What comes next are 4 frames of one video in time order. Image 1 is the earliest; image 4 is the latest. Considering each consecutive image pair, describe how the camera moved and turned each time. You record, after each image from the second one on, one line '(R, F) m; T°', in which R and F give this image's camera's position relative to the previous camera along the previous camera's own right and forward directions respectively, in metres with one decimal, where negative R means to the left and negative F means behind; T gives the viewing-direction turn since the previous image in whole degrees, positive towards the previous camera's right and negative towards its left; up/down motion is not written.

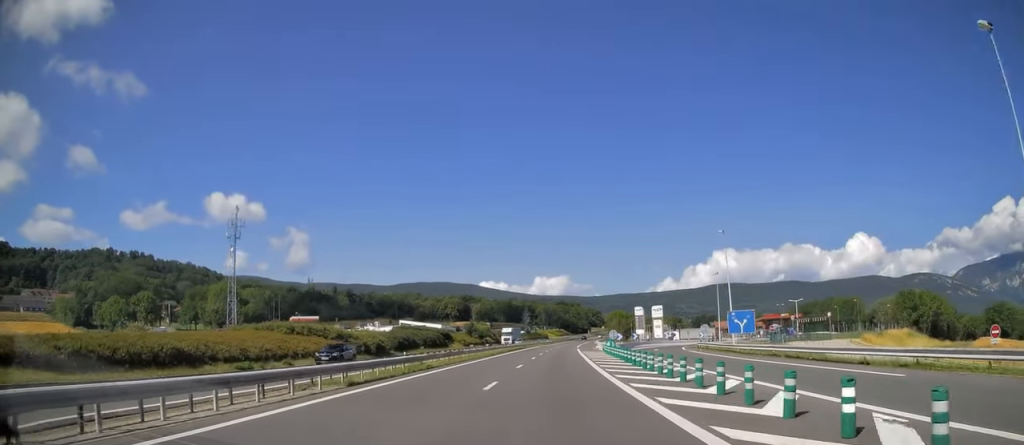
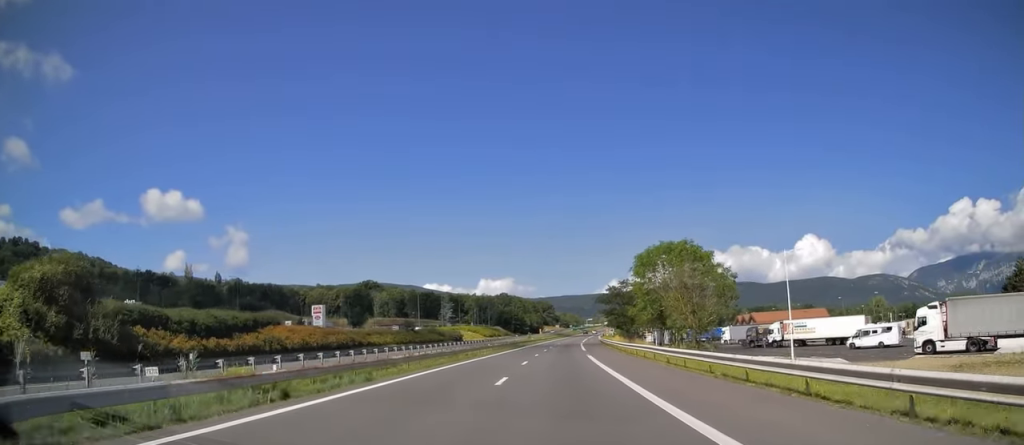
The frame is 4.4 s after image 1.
(+7.4, +141.1) m; +6°
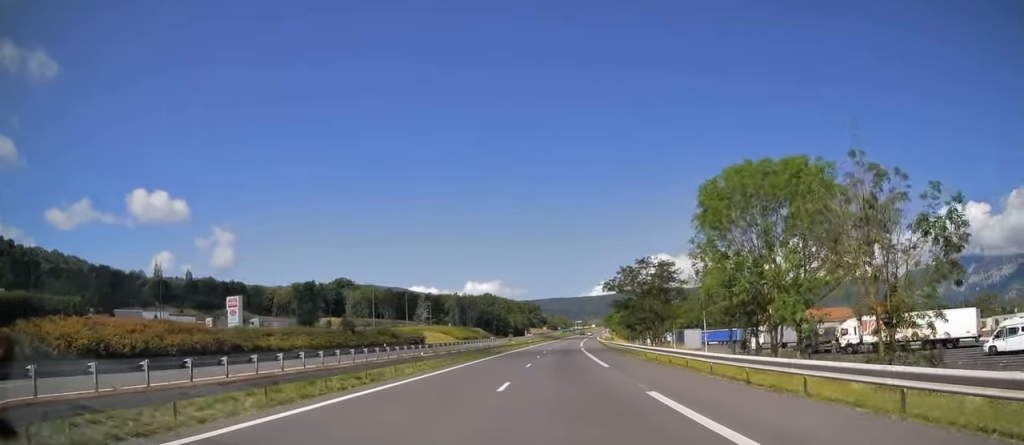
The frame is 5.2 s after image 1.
(+0.3, +27.3) m; +1°
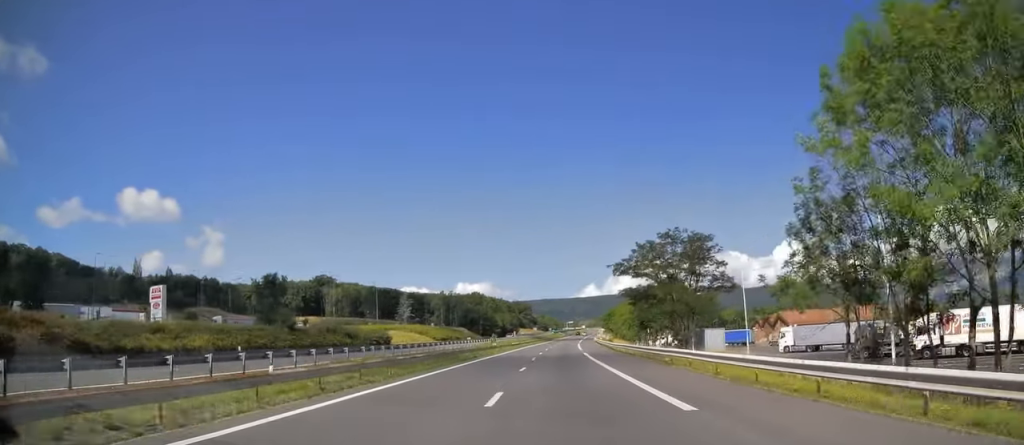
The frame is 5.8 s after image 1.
(+0.1, +16.6) m; +1°
